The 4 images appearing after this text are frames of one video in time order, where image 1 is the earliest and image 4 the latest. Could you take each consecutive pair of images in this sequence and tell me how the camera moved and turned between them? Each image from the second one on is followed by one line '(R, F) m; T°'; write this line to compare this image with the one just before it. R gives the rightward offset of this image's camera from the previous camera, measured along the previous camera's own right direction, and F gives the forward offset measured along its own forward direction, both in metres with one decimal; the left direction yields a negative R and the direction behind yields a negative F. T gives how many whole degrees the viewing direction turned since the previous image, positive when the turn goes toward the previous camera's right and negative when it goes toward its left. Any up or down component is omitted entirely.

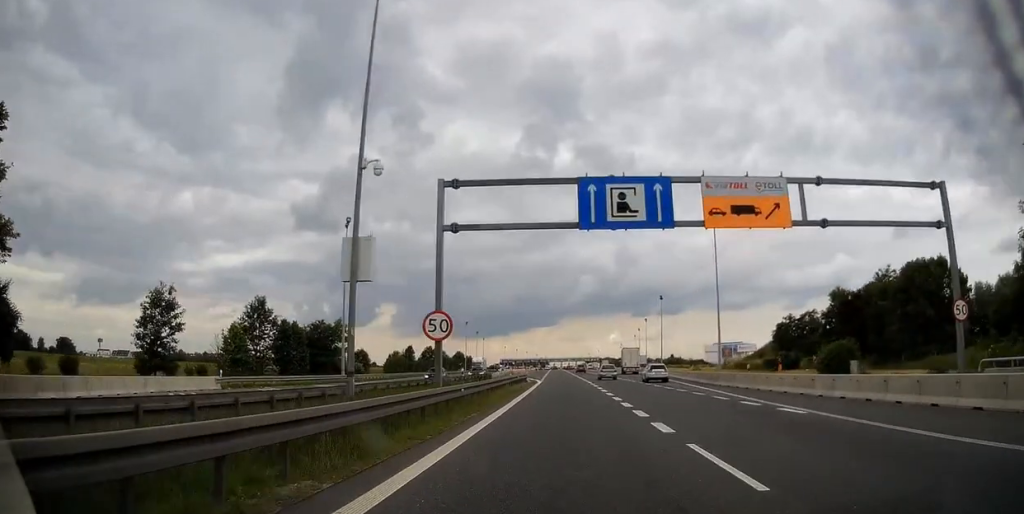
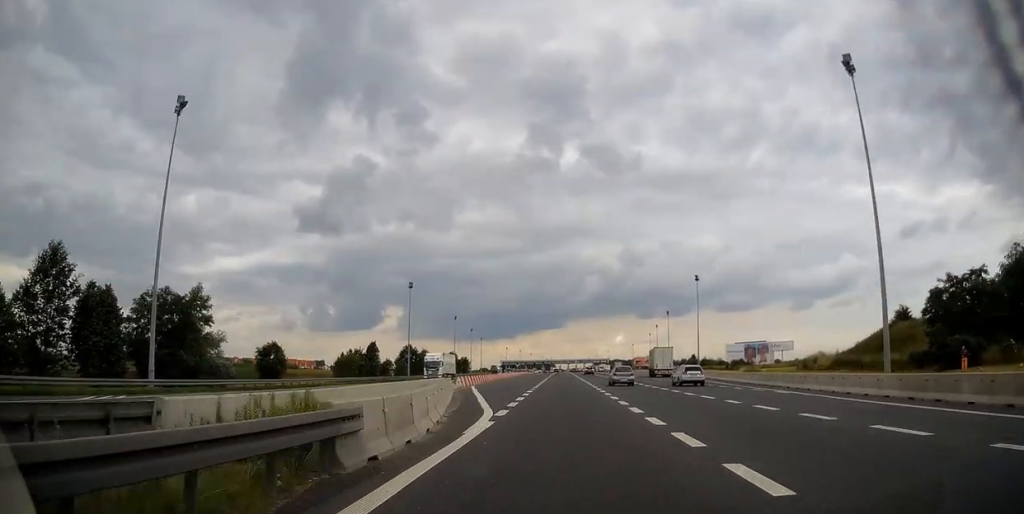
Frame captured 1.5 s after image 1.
(-0.1, +38.0) m; 0°
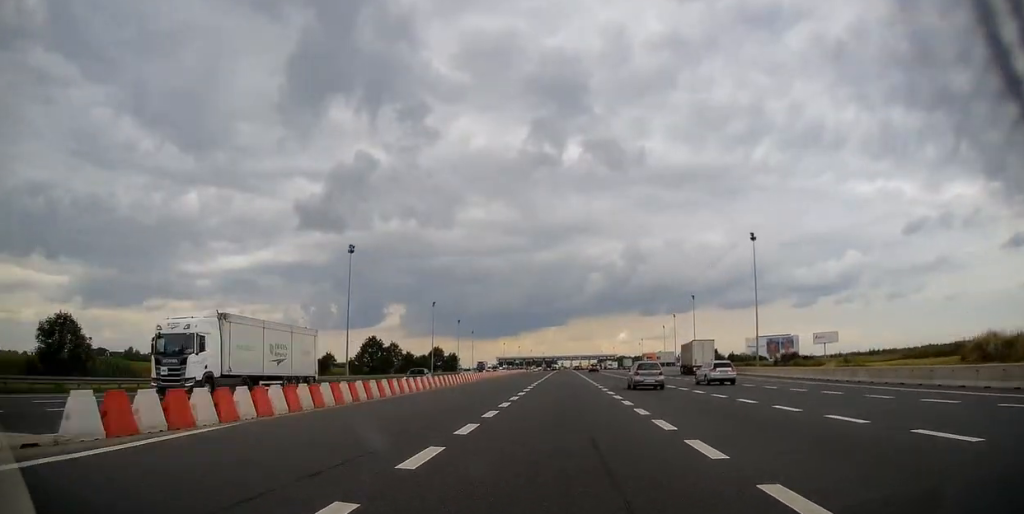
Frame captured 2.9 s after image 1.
(-0.1, +37.4) m; 0°
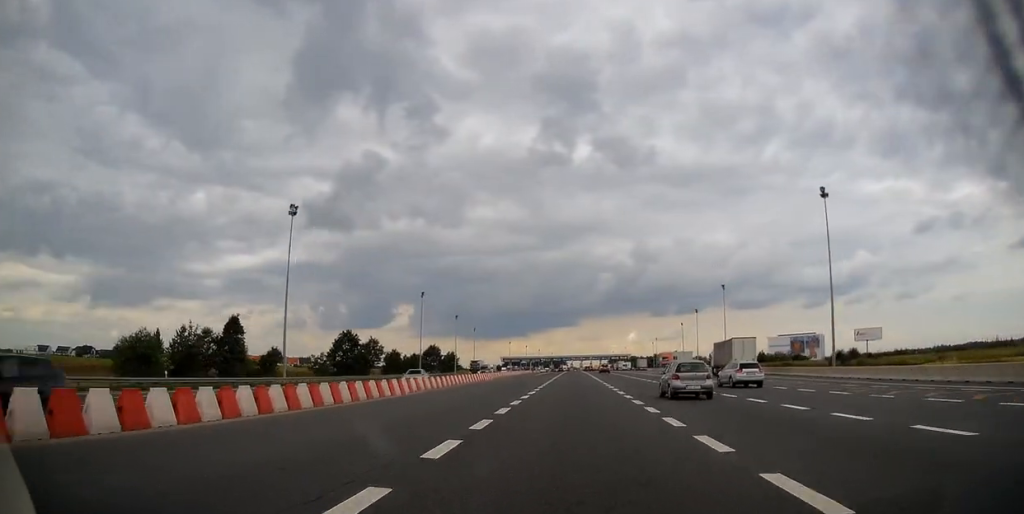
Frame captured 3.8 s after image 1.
(-0.1, +23.5) m; -1°
